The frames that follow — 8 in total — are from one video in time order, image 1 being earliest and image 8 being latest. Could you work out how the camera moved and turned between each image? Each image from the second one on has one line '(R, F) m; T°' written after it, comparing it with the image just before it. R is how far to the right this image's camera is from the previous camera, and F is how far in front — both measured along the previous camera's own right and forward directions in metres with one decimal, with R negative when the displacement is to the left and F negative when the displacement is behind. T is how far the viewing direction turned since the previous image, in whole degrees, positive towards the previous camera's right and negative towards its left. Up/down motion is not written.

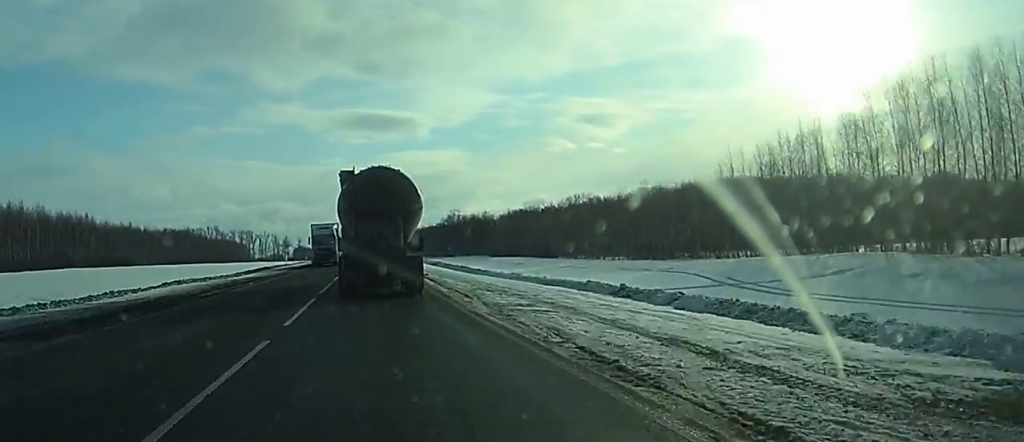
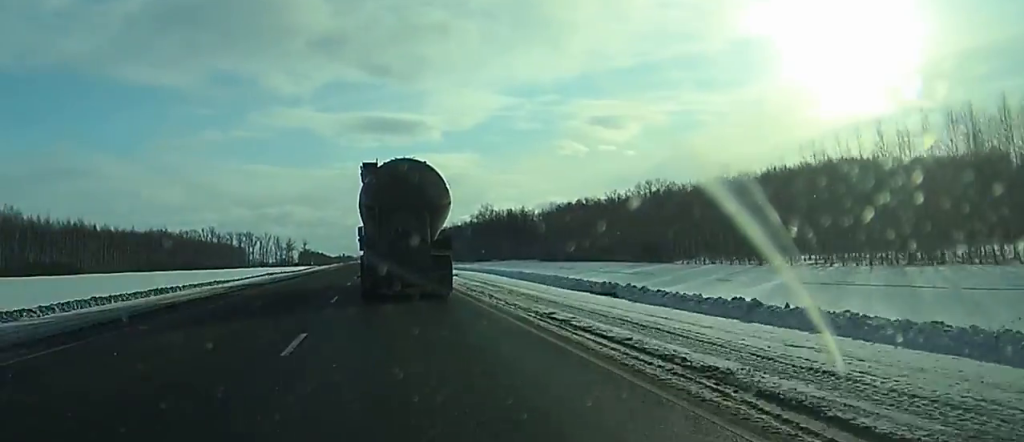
(+0.2, +58.2) m; 0°
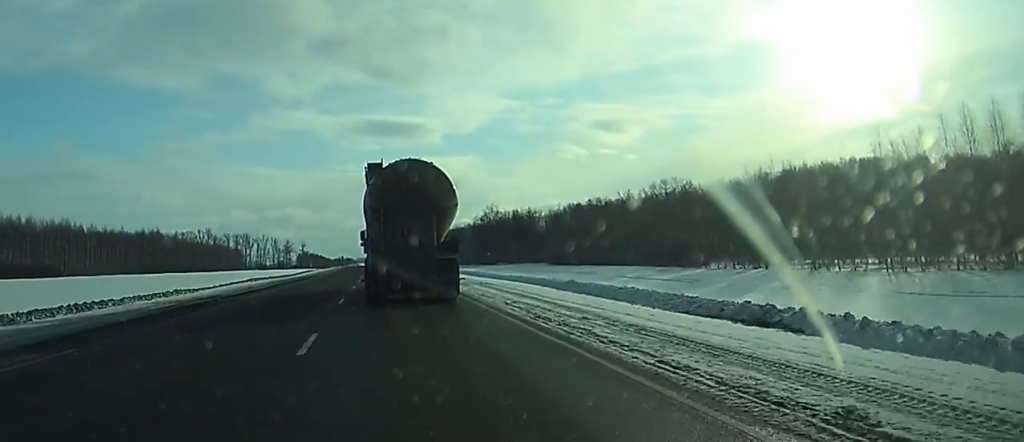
(0.0, +11.0) m; 0°
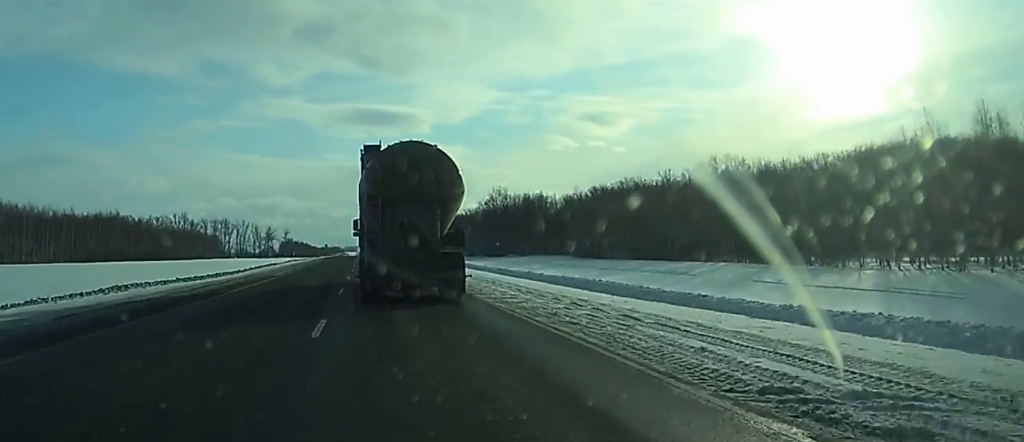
(+0.1, +33.9) m; 0°
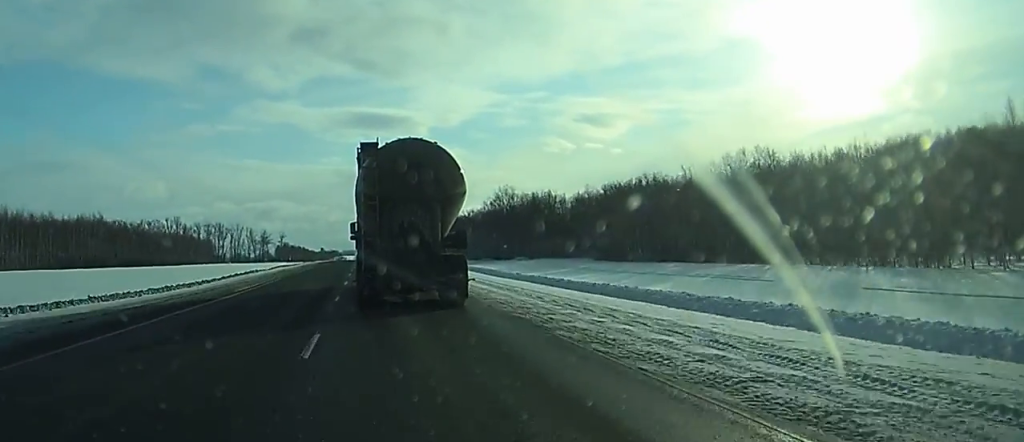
(0.0, +13.7) m; 0°
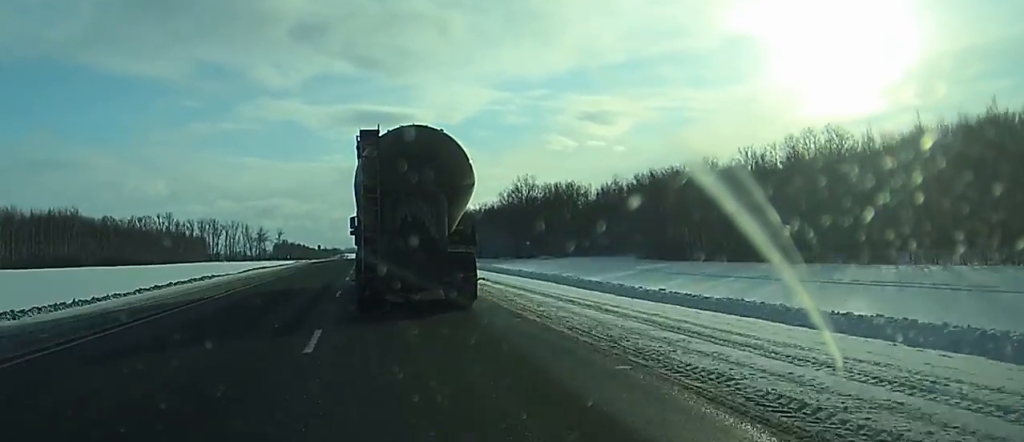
(0.0, +23.1) m; 0°
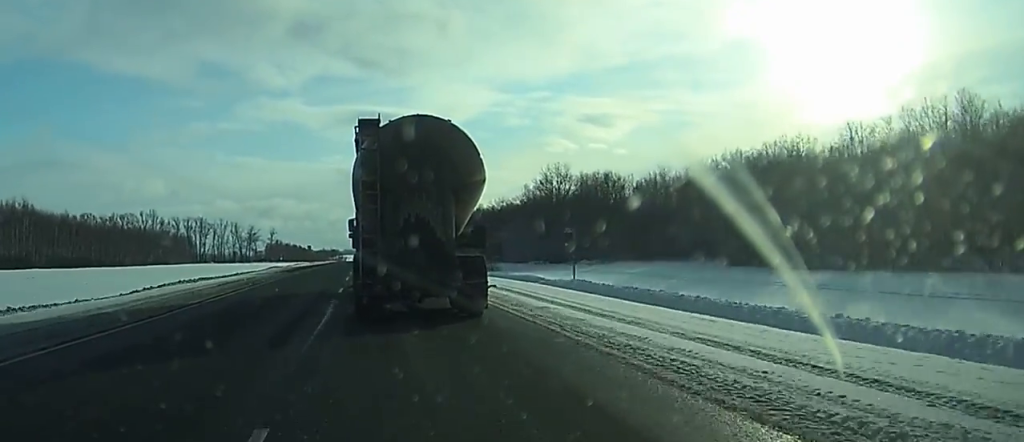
(-0.1, +31.6) m; 0°
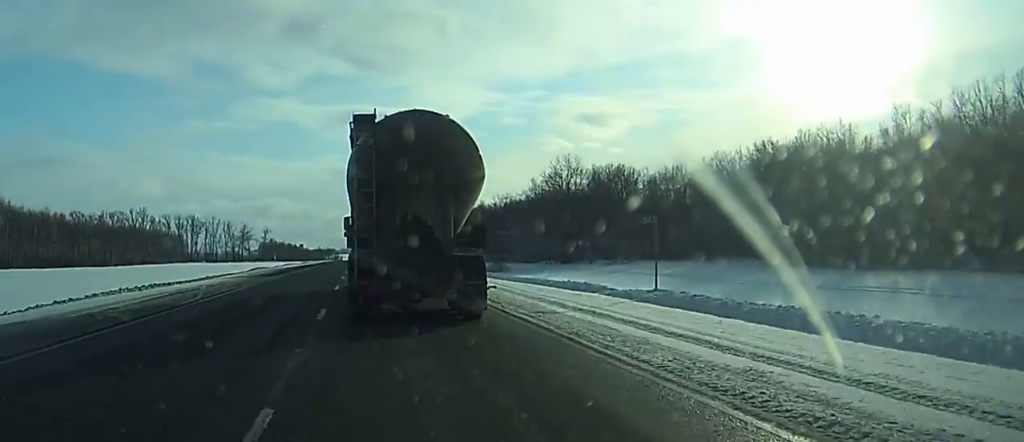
(0.0, +11.1) m; 0°
